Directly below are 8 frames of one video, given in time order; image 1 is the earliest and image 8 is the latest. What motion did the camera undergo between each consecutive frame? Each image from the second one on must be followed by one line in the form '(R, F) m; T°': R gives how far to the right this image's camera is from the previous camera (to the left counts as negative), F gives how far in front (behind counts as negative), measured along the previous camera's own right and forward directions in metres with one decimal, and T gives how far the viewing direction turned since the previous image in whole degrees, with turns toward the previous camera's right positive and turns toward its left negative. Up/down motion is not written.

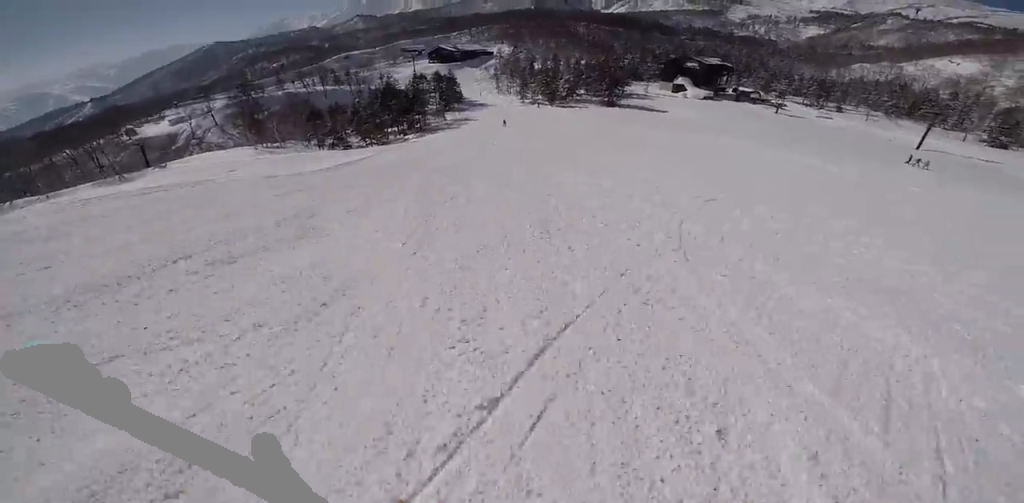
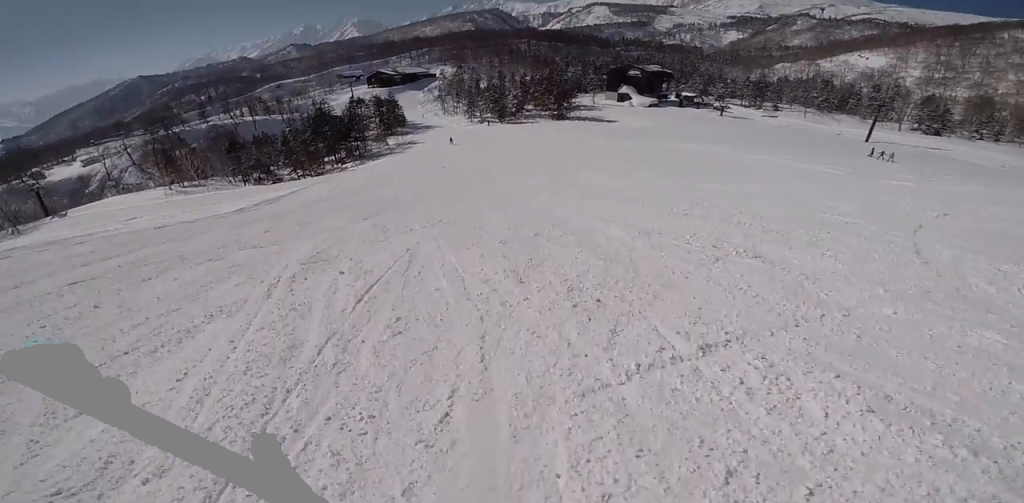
(+0.5, +6.3) m; +1°
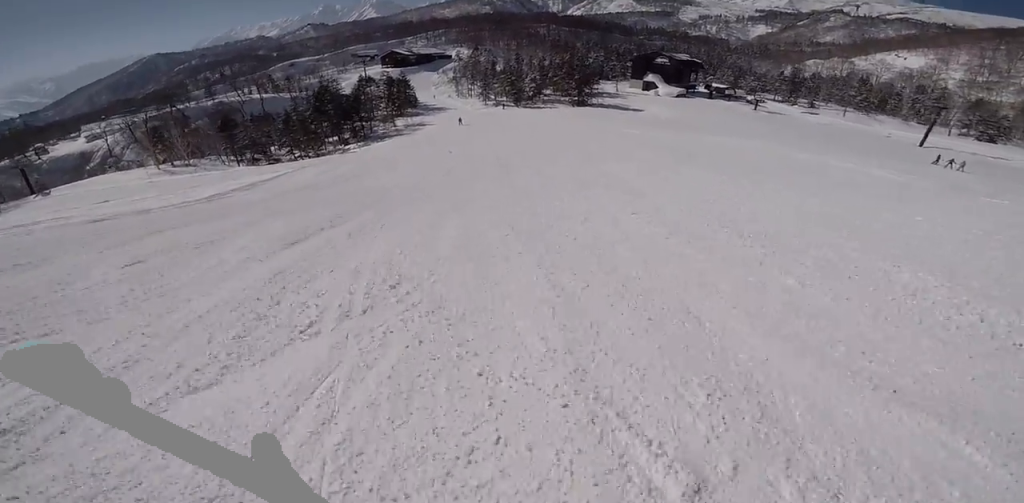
(+0.7, +5.8) m; 0°
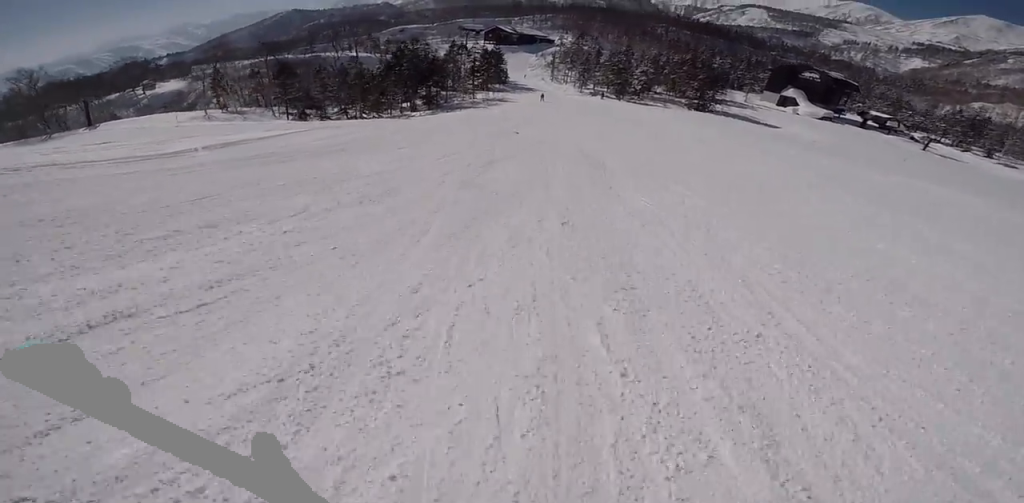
(-1.1, +12.7) m; -6°
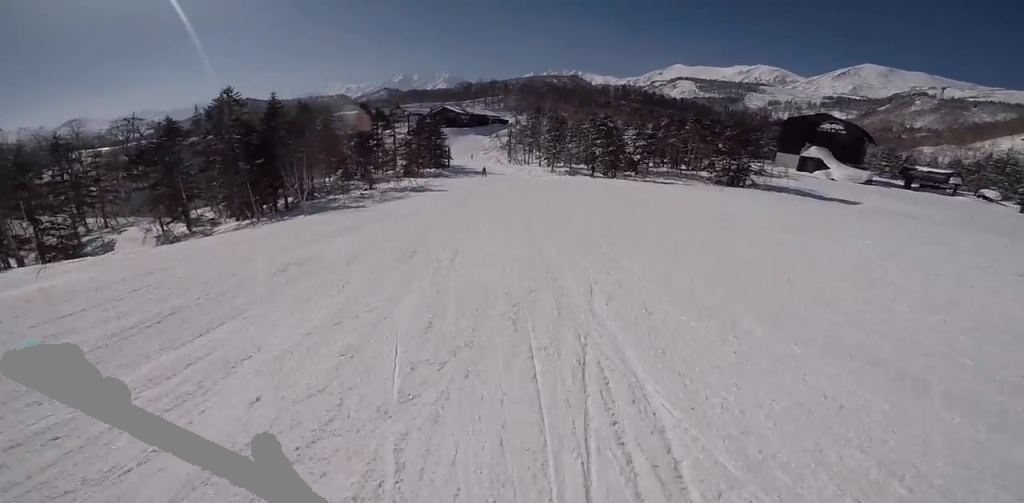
(-1.4, +31.0) m; -7°
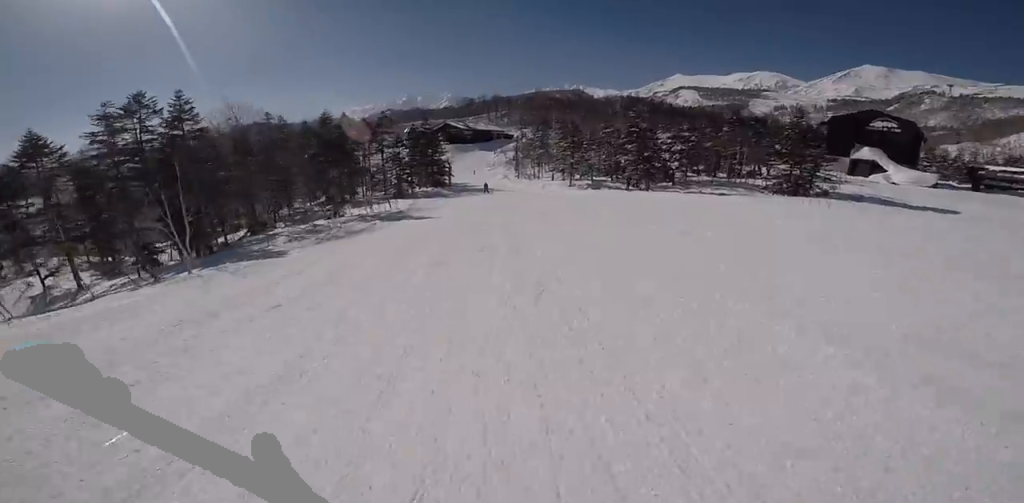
(-0.9, +10.0) m; 0°
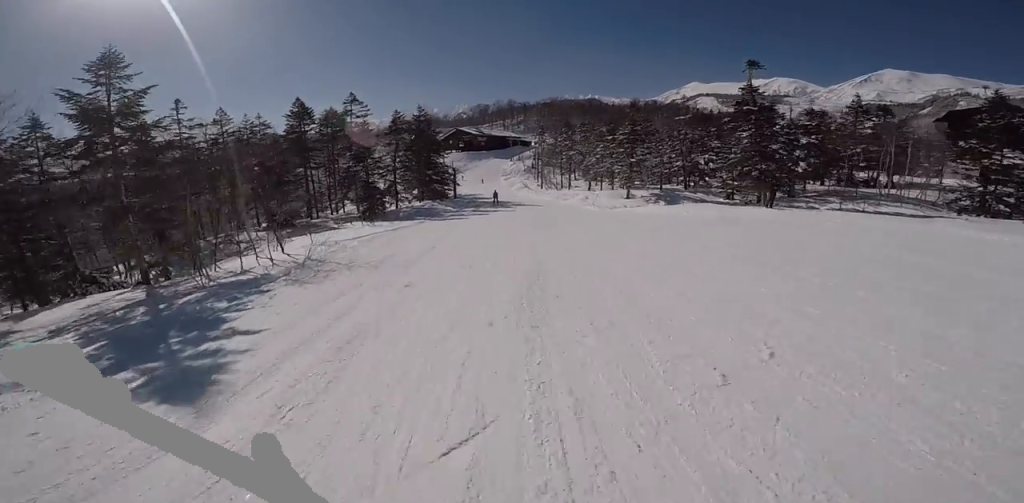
(+1.4, +16.6) m; +1°
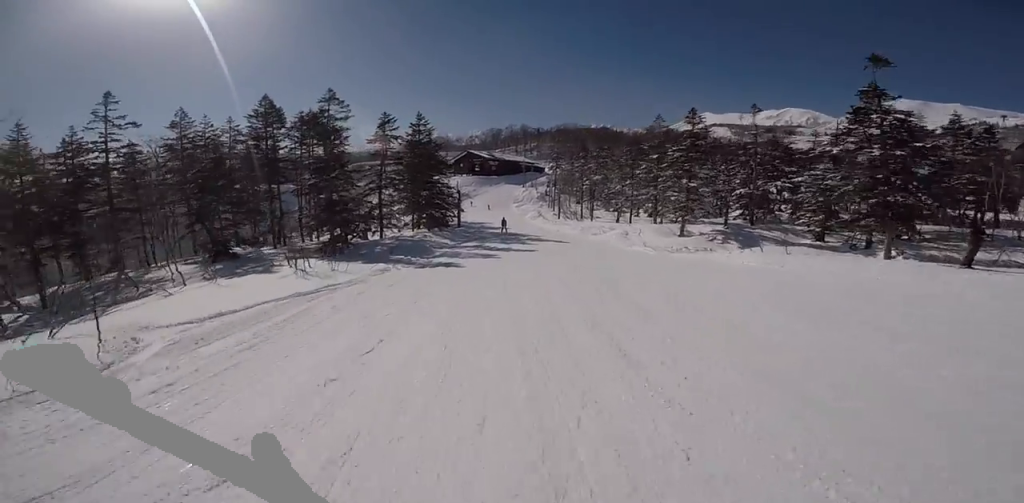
(-0.2, +8.7) m; -4°
